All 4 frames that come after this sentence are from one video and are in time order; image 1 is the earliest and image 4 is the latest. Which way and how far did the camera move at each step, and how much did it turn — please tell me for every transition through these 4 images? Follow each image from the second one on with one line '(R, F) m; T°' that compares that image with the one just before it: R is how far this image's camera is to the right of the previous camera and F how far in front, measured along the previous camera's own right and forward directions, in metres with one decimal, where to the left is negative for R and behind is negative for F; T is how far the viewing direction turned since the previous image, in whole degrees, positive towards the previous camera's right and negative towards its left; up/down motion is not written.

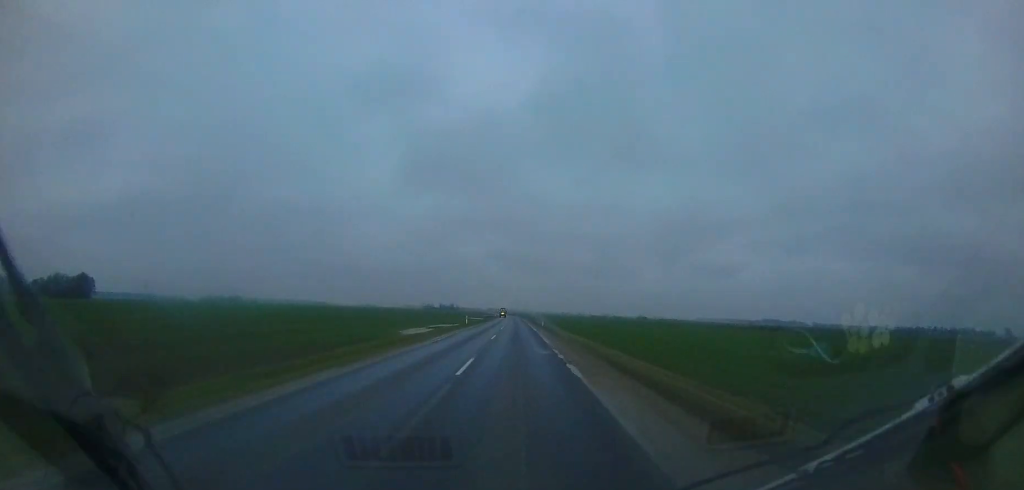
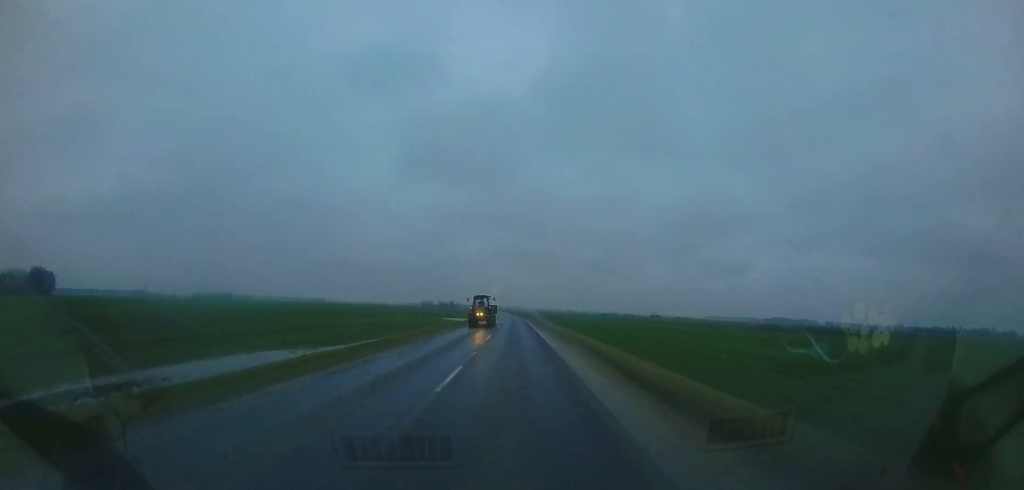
(-0.2, +50.6) m; -1°
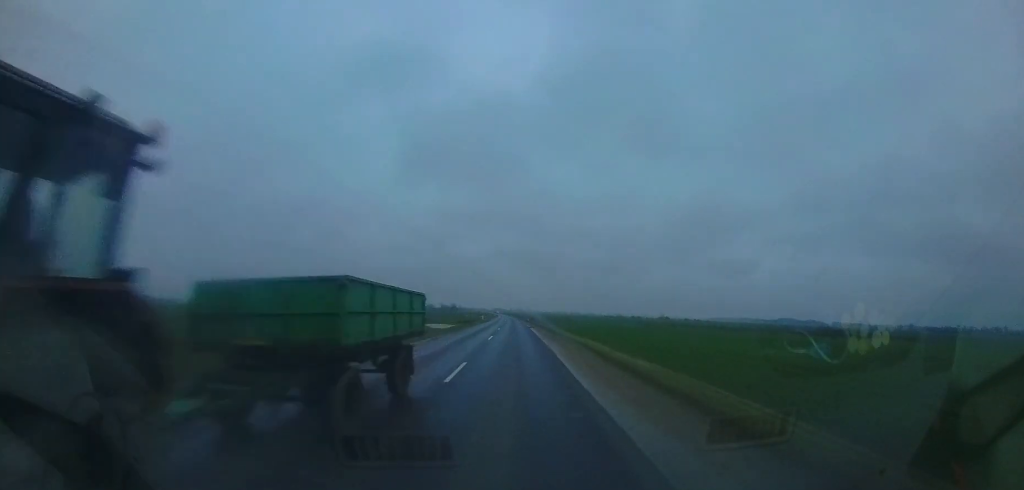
(-0.2, +22.6) m; -1°
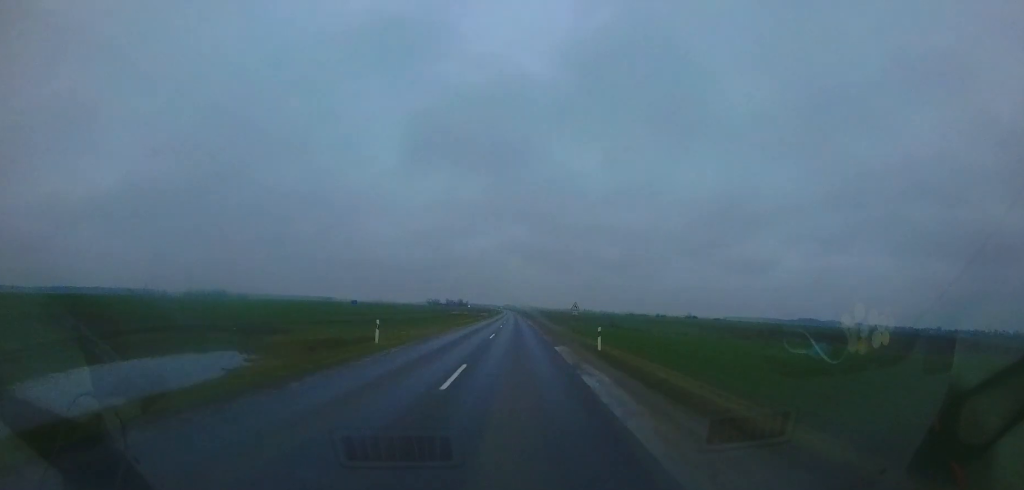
(-1.1, +60.2) m; -2°
